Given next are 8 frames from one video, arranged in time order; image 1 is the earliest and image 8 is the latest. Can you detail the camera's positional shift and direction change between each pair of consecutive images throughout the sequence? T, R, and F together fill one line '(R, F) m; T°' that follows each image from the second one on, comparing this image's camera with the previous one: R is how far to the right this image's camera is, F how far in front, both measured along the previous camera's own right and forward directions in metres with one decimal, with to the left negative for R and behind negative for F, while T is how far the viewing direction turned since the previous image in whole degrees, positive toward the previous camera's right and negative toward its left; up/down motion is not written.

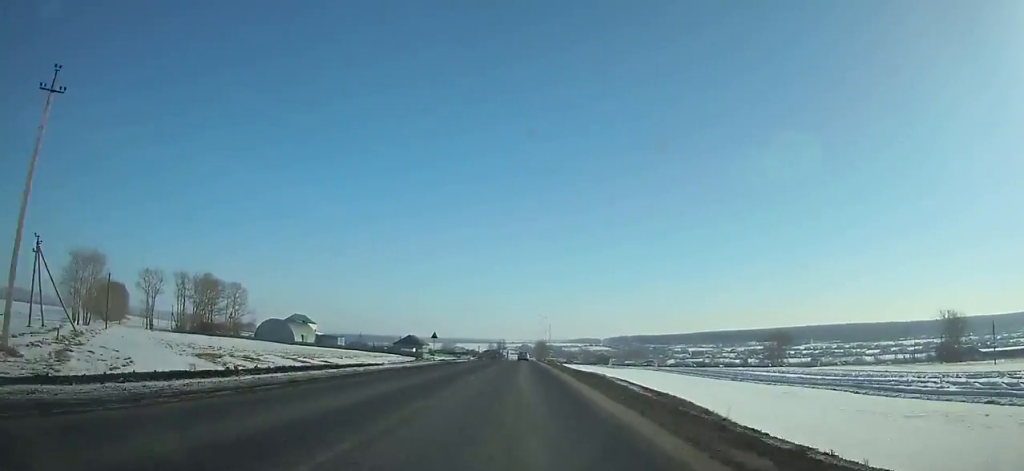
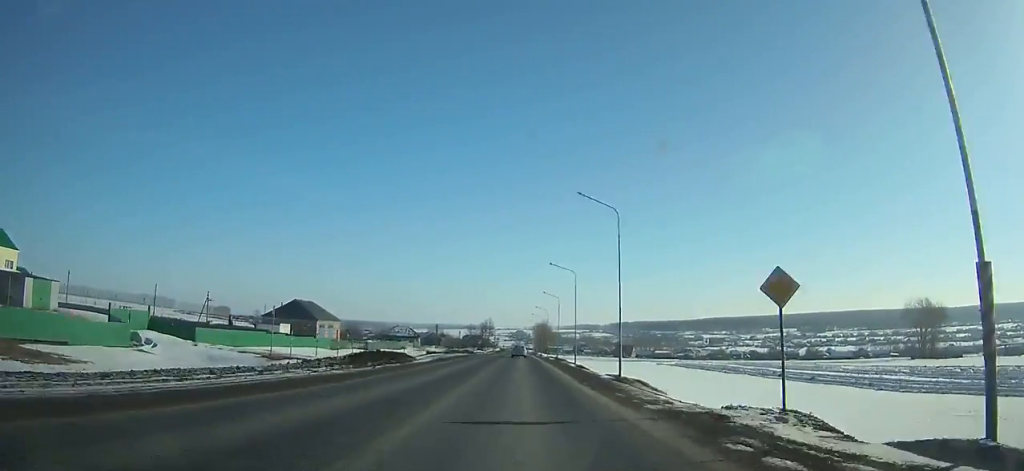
(+0.7, +121.4) m; 0°
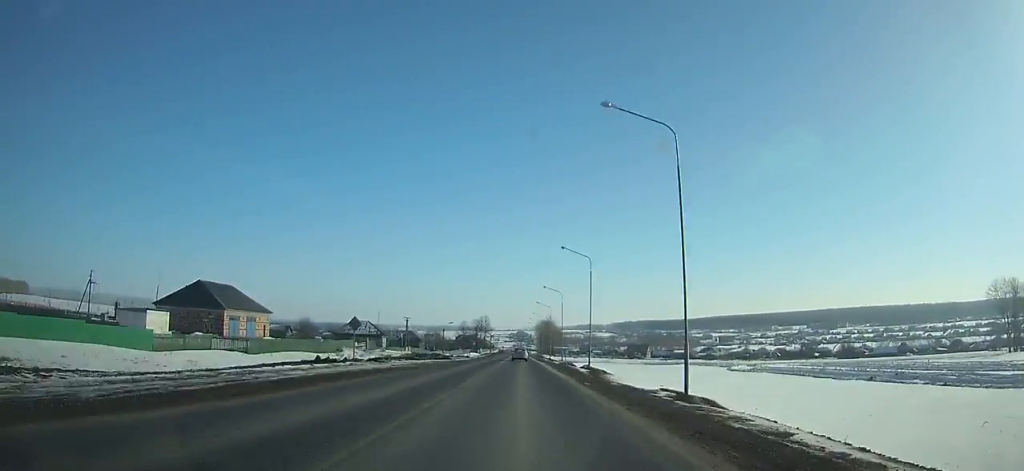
(0.0, +41.1) m; 0°
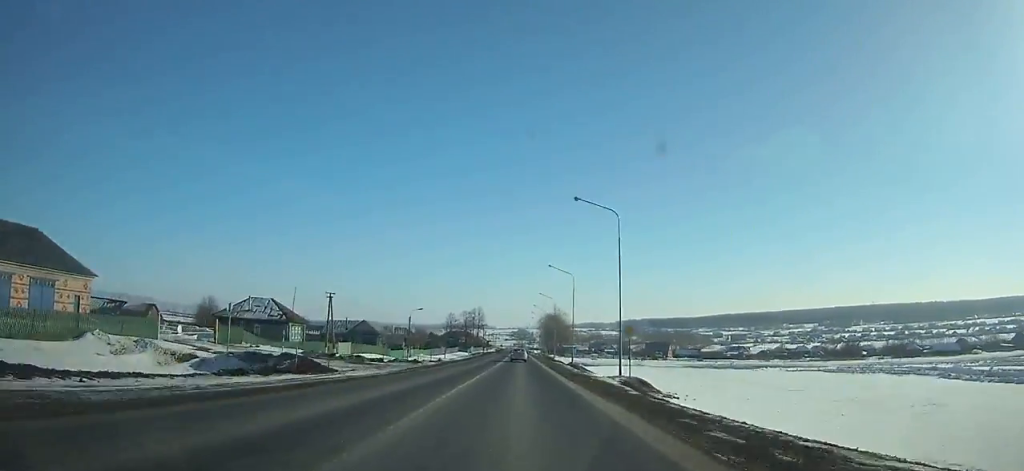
(-0.1, +47.2) m; 0°
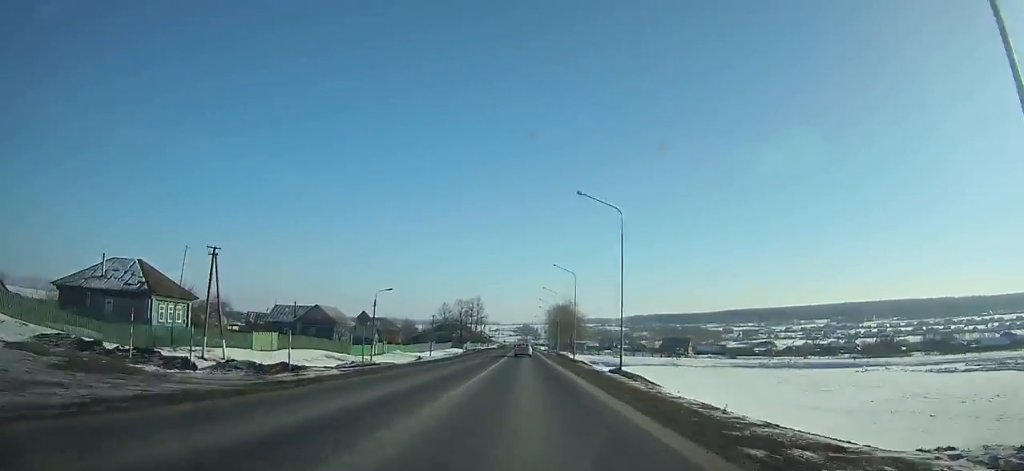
(-0.1, +28.3) m; 0°
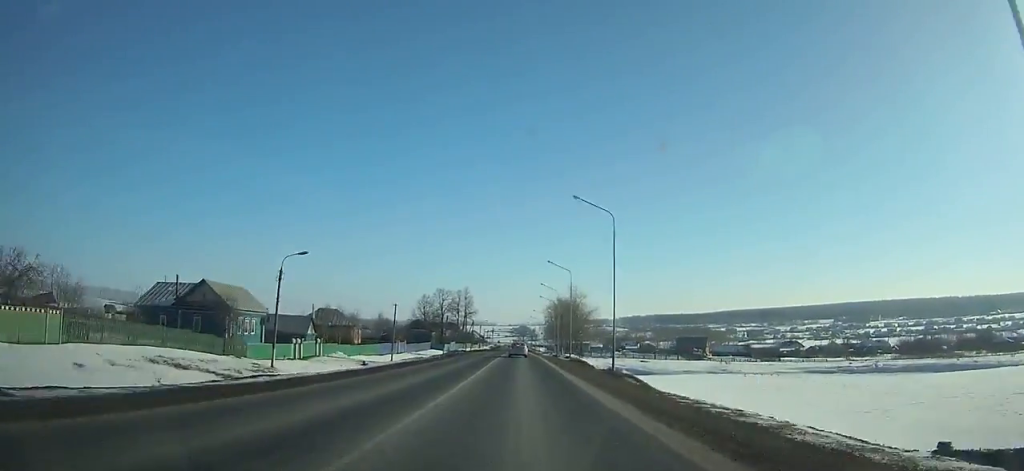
(0.0, +28.9) m; 0°
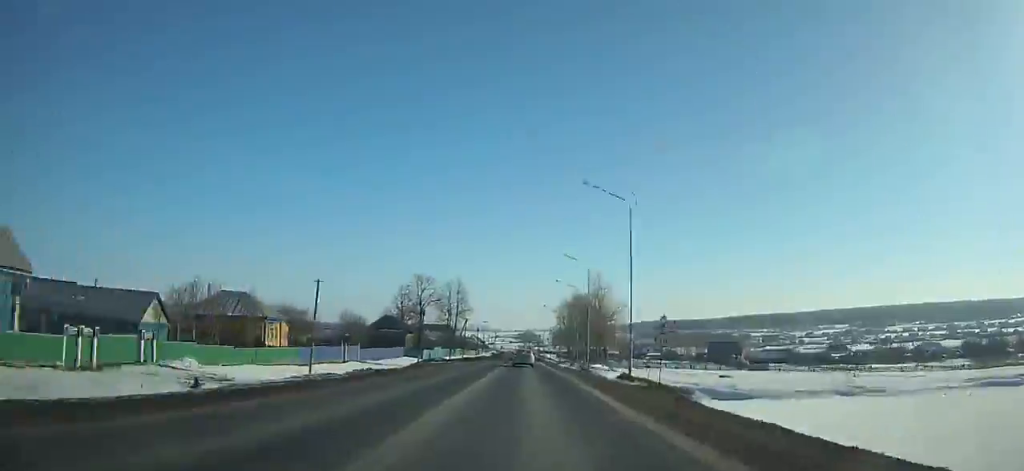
(0.0, +31.9) m; 0°
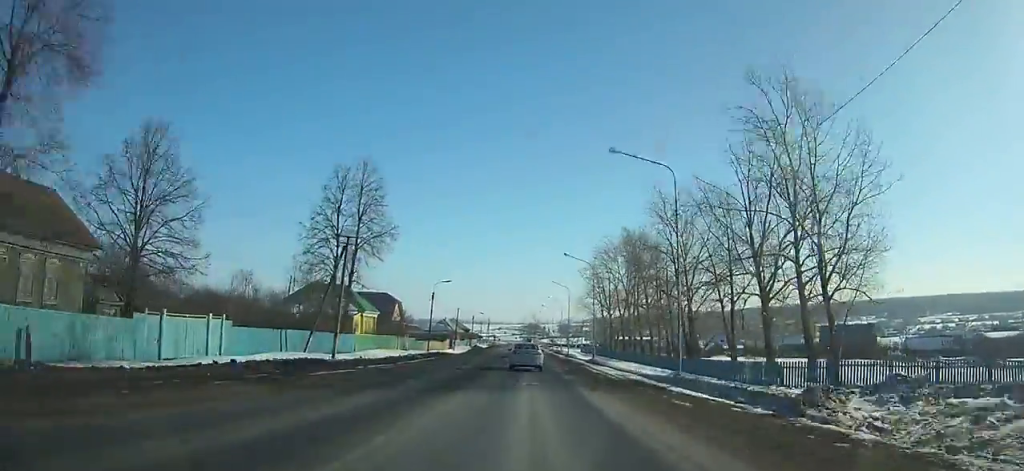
(-0.2, +73.9) m; 0°
